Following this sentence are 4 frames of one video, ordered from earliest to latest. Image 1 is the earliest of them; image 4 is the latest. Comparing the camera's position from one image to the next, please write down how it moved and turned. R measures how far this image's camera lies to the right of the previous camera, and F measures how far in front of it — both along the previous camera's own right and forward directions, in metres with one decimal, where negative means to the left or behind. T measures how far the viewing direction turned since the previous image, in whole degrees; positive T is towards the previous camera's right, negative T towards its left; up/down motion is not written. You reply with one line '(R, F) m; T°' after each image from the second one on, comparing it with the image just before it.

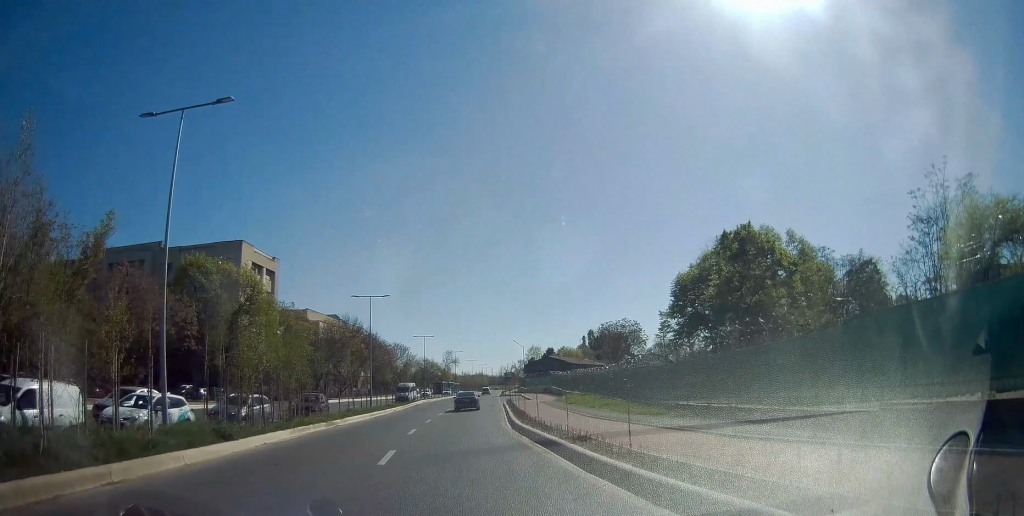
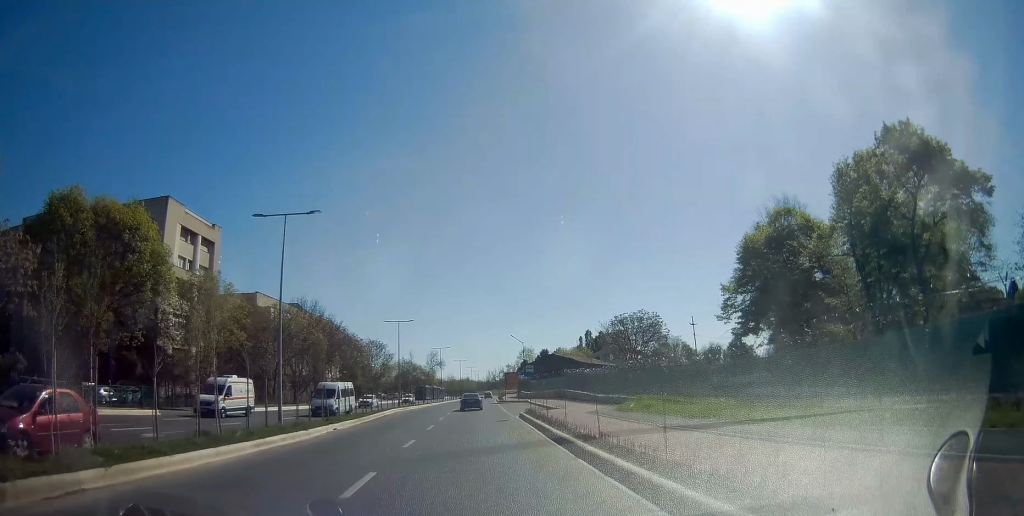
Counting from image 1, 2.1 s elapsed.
(-0.3, +21.6) m; 0°
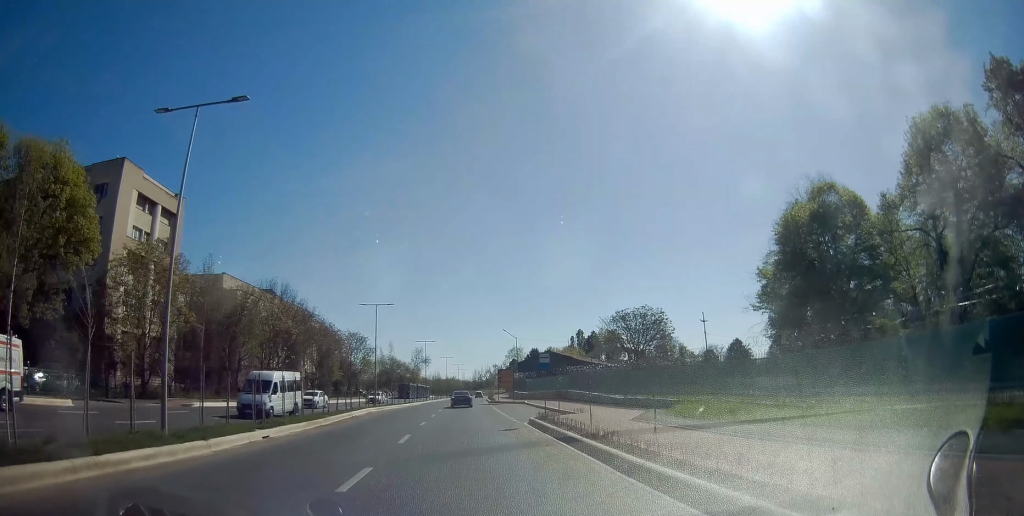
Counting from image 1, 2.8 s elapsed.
(+0.1, +8.8) m; -2°
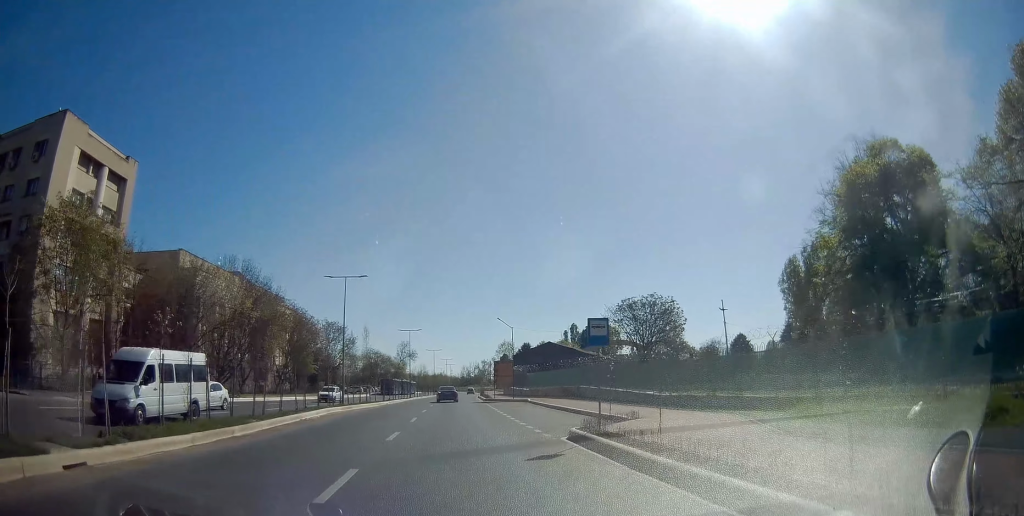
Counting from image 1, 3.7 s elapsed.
(-0.3, +9.8) m; -2°
